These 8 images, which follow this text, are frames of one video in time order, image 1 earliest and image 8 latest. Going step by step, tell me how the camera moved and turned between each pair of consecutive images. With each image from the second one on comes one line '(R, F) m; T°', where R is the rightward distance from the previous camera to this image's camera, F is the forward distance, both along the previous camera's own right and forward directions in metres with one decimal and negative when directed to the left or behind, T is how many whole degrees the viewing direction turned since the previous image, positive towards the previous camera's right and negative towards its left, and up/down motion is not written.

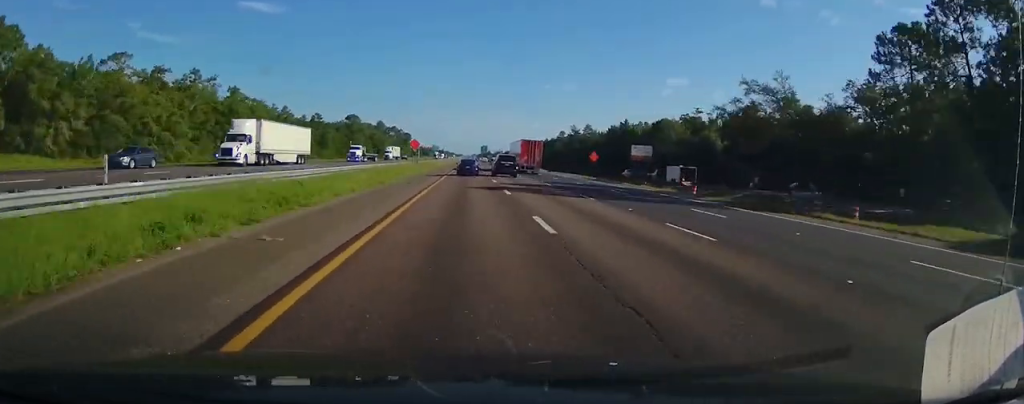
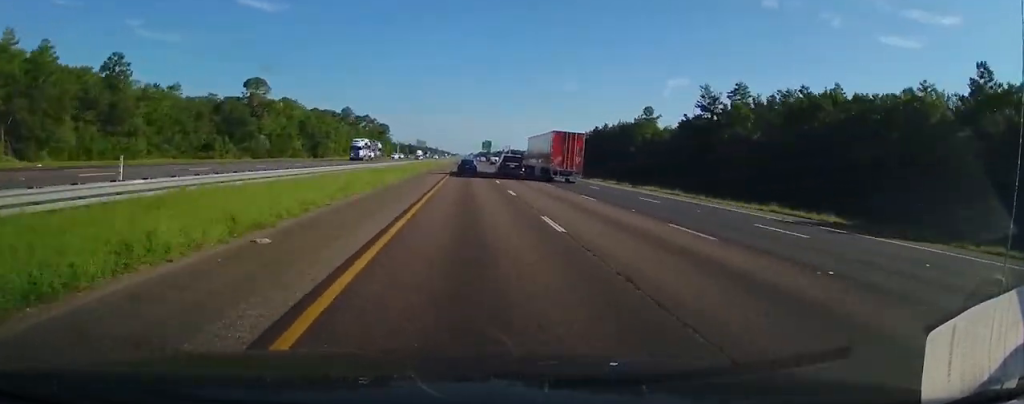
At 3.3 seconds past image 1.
(+0.5, +123.3) m; 0°
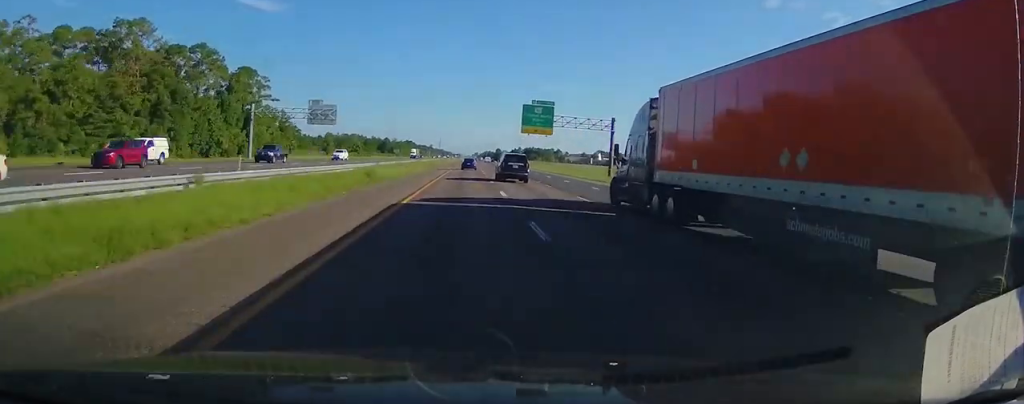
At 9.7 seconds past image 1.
(-0.3, +234.1) m; 0°
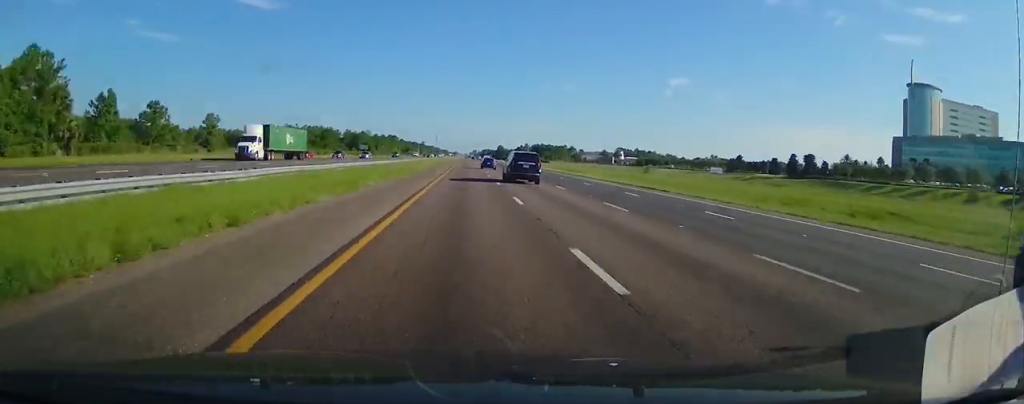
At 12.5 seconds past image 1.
(-0.1, +99.6) m; 0°
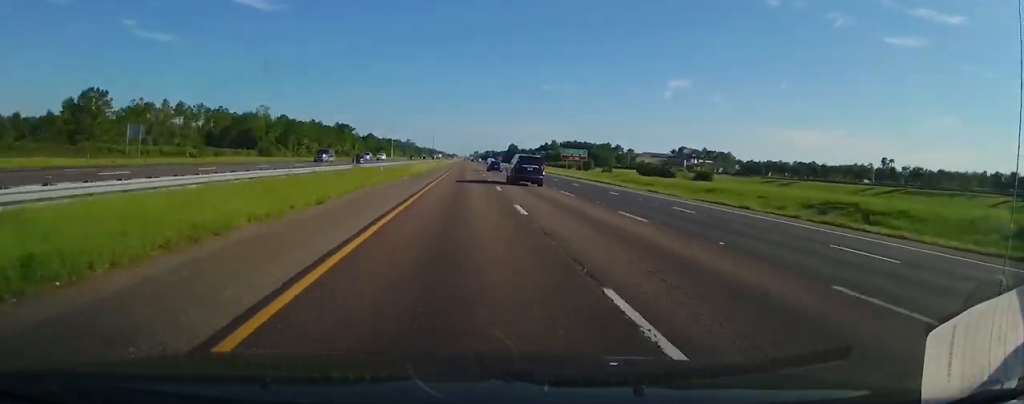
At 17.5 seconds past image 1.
(+0.1, +169.1) m; +1°
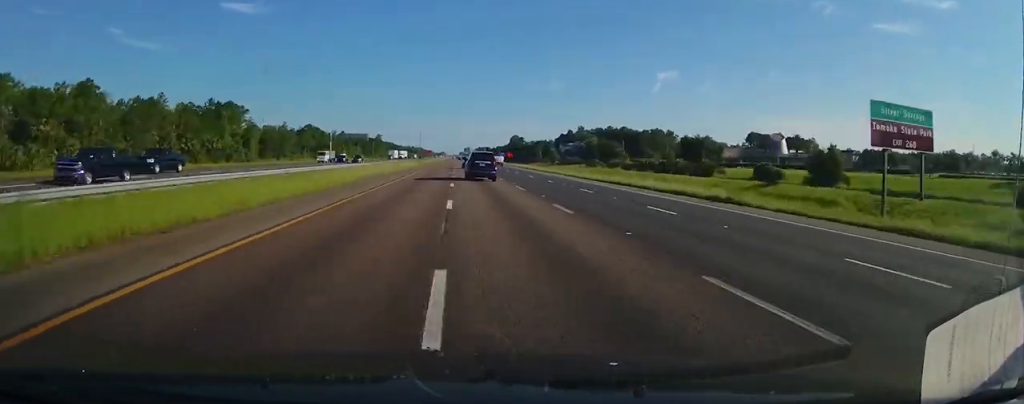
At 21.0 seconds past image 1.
(+0.9, +124.9) m; 0°
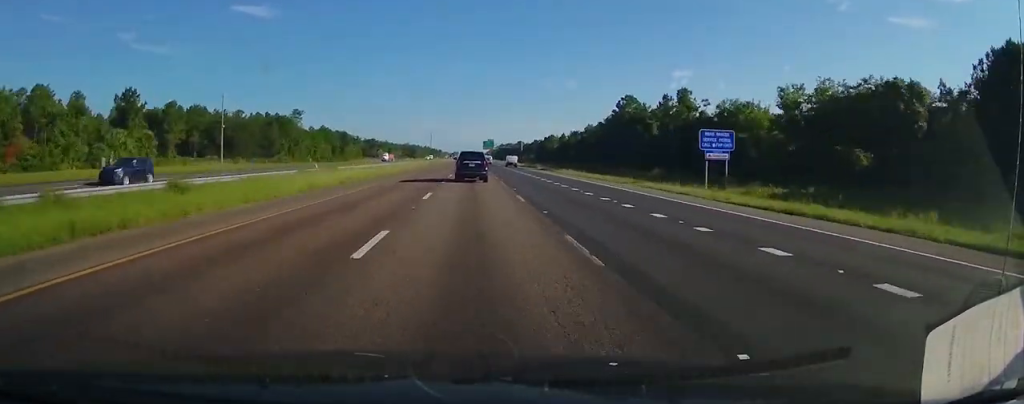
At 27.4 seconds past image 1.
(-1.6, +232.3) m; -1°
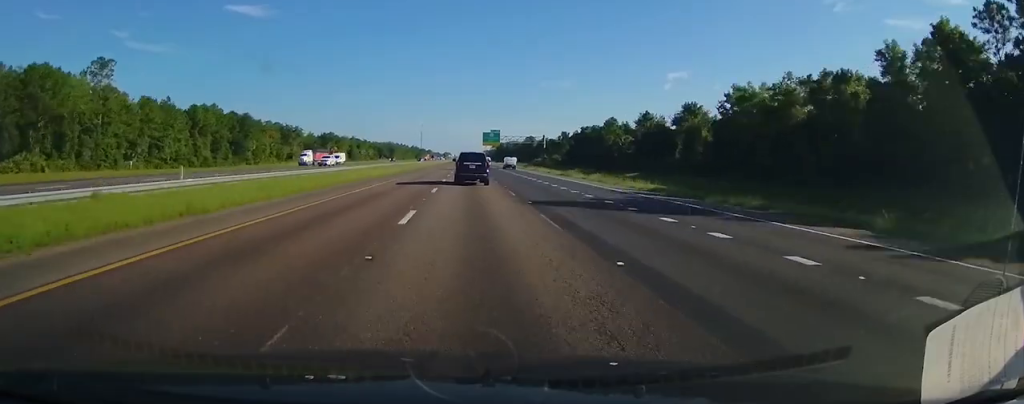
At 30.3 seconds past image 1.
(0.0, +105.9) m; 0°
